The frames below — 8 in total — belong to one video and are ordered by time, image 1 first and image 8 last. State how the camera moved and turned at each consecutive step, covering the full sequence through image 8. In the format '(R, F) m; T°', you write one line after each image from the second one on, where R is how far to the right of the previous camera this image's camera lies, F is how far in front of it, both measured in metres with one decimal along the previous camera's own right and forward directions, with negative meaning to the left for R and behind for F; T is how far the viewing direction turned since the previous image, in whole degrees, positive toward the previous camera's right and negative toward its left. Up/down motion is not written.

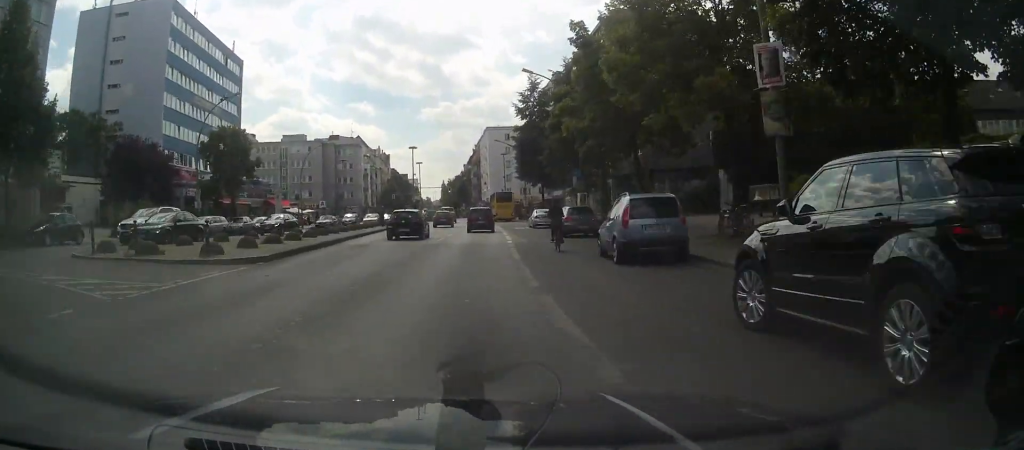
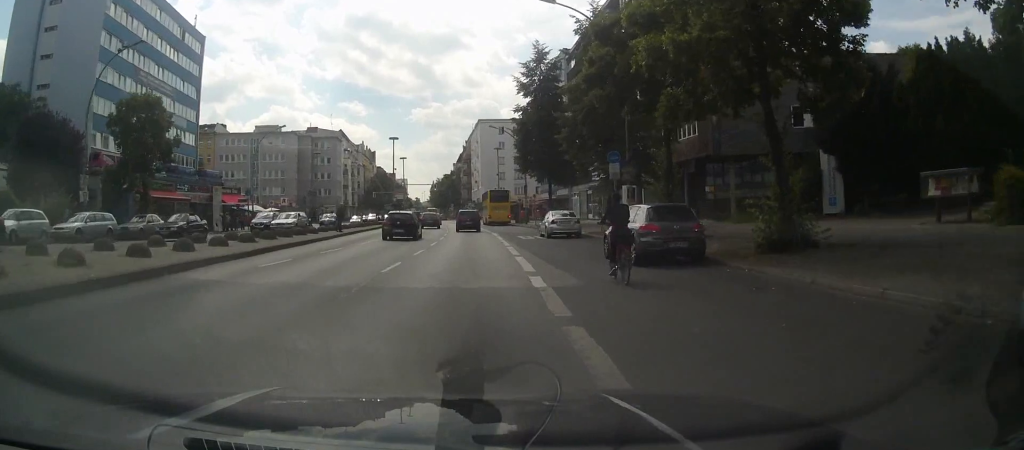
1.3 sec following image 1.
(+0.2, +14.8) m; +1°
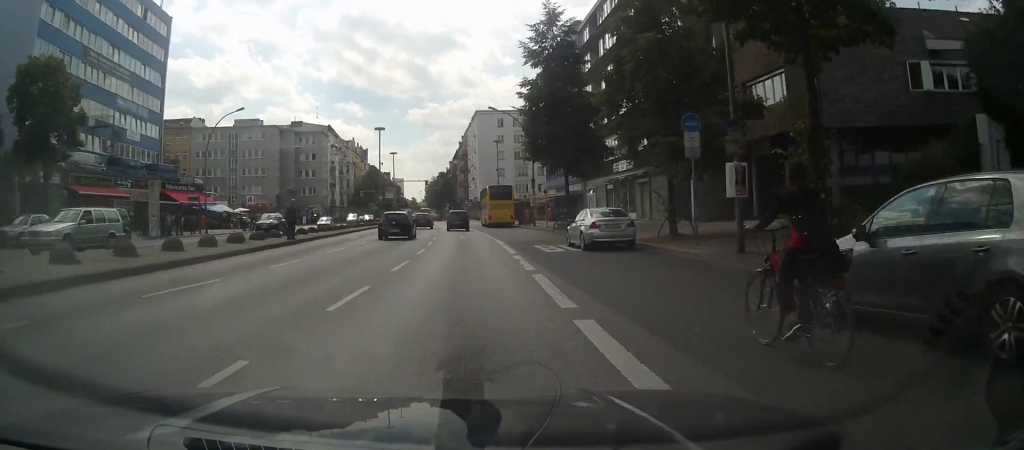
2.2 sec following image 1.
(0.0, +11.3) m; 0°
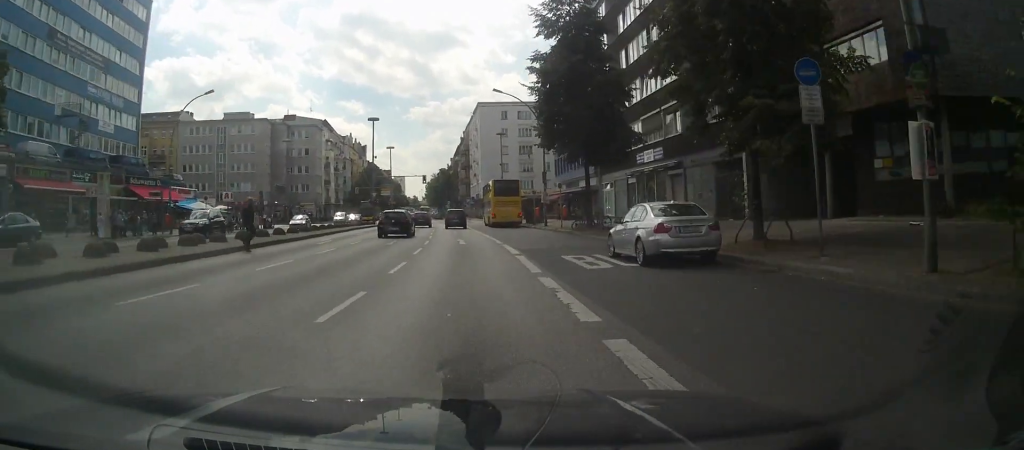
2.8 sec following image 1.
(0.0, +7.0) m; -1°
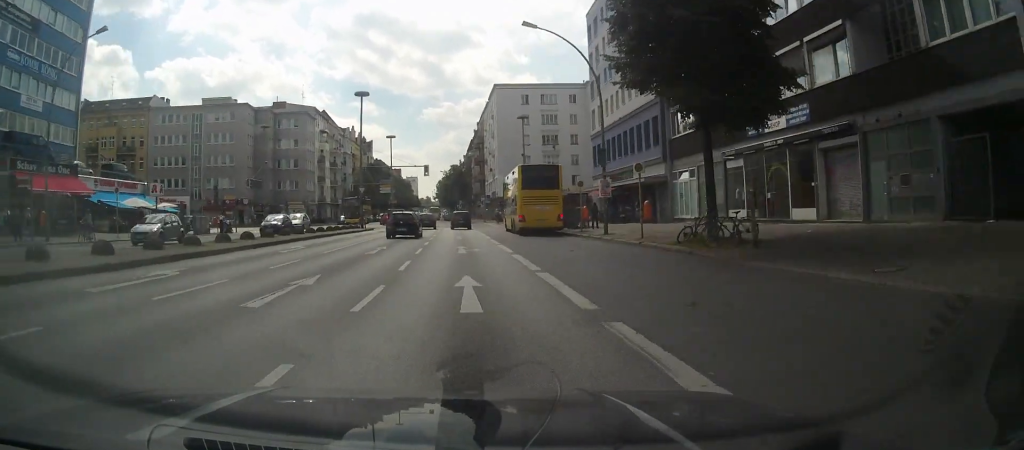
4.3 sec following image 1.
(-0.3, +17.1) m; -2°
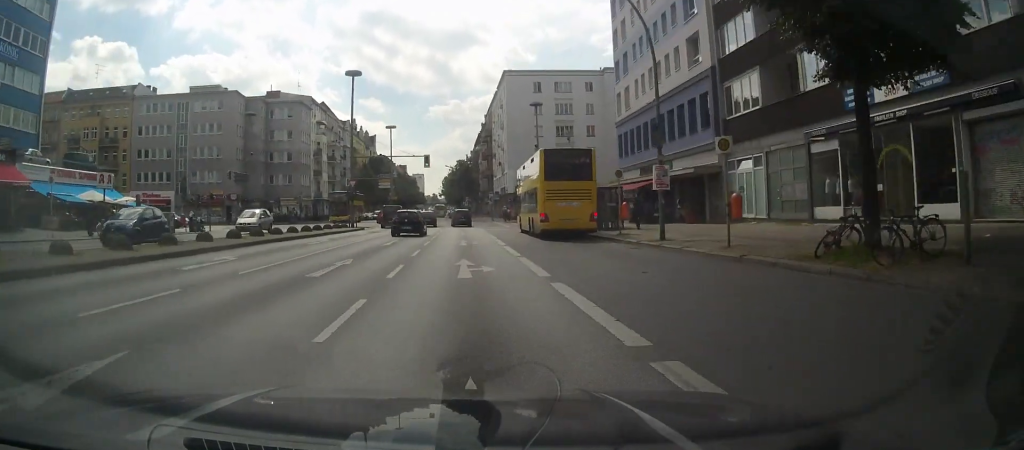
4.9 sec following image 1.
(-0.1, +8.0) m; 0°
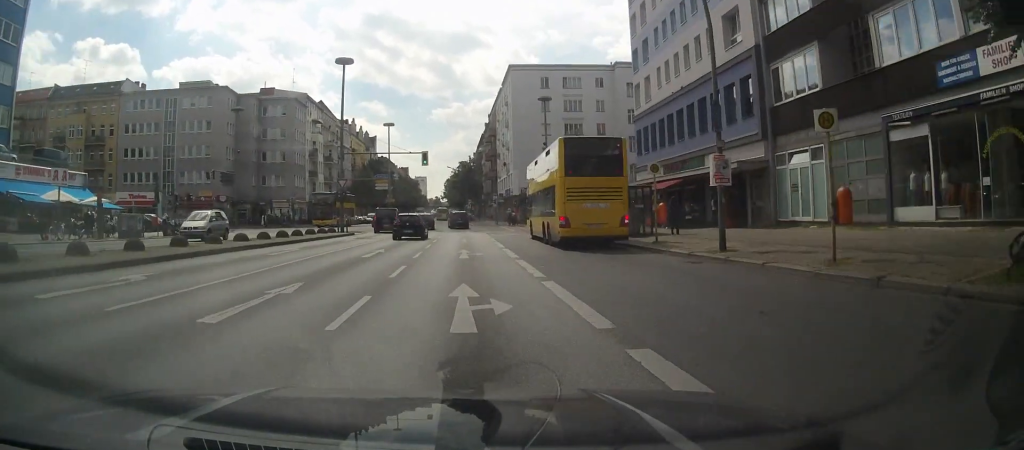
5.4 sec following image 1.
(-0.1, +5.2) m; +1°
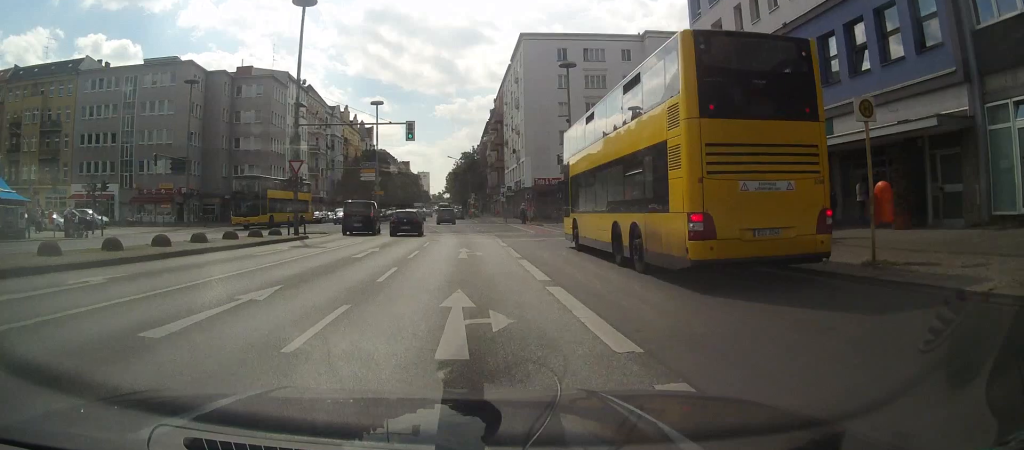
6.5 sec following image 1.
(+0.3, +13.2) m; +1°
